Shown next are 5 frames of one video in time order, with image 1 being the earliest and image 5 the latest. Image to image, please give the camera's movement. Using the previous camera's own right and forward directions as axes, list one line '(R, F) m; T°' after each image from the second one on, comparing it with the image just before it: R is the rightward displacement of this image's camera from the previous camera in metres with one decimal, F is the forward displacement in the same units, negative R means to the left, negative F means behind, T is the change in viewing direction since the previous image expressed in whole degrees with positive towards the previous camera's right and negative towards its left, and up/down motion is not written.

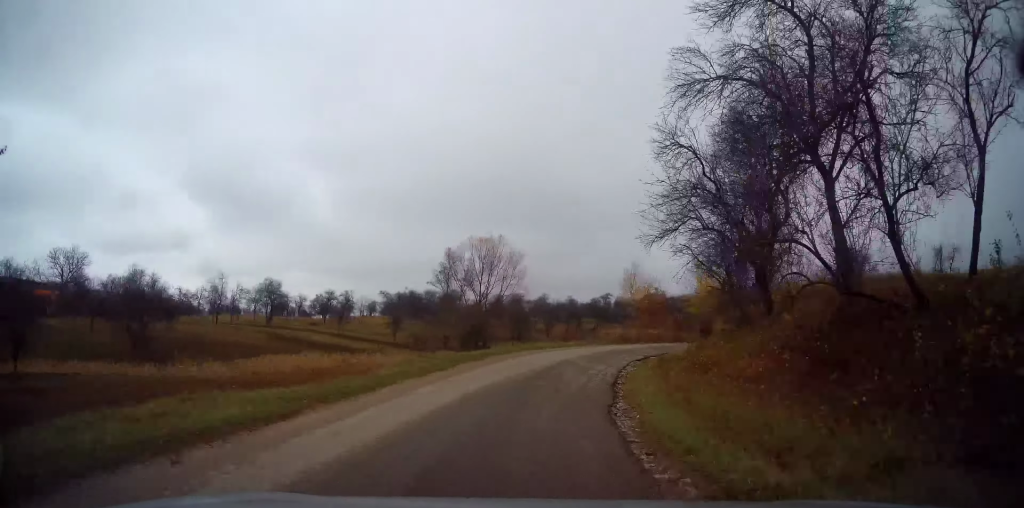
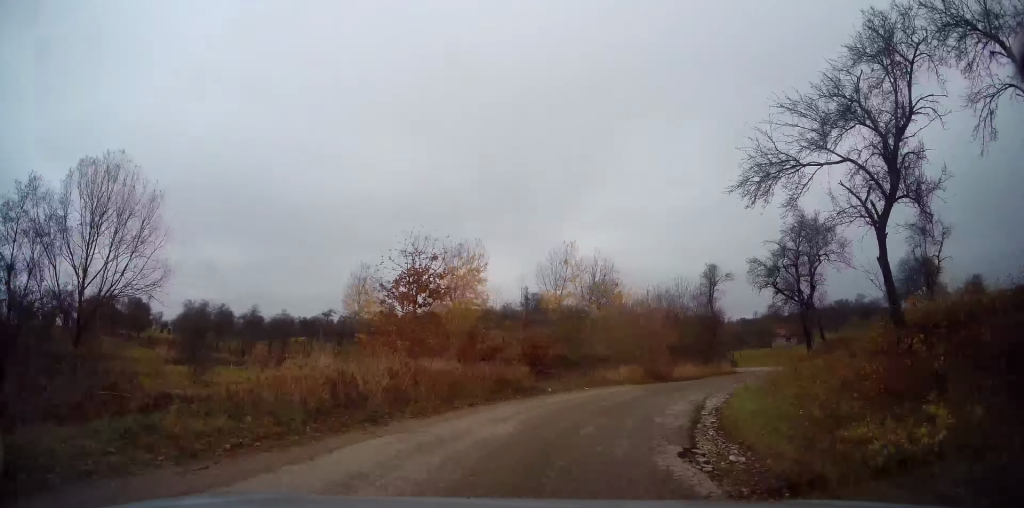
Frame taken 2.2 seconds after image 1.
(+5.5, +27.0) m; +28°
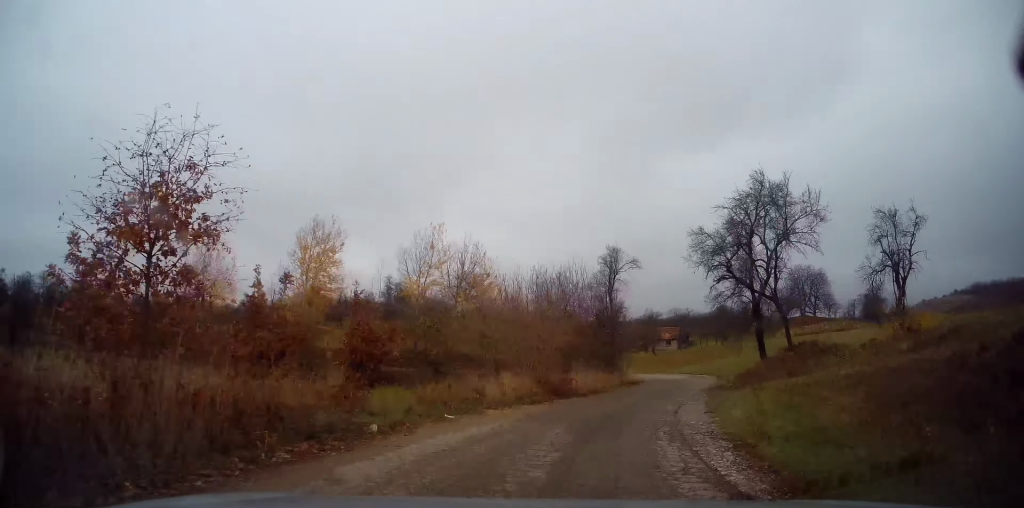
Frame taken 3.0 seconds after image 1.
(+1.2, +8.5) m; +15°
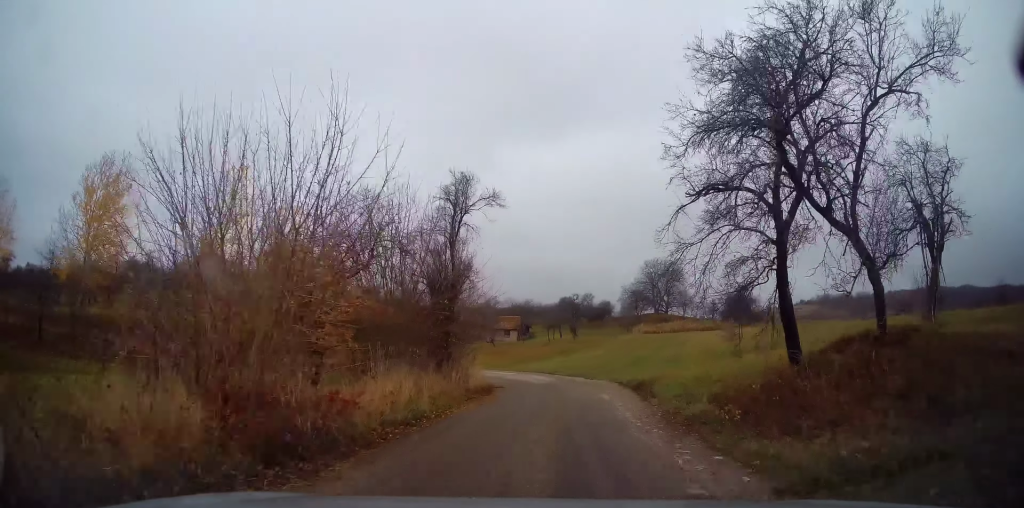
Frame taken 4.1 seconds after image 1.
(+2.2, +11.5) m; +17°
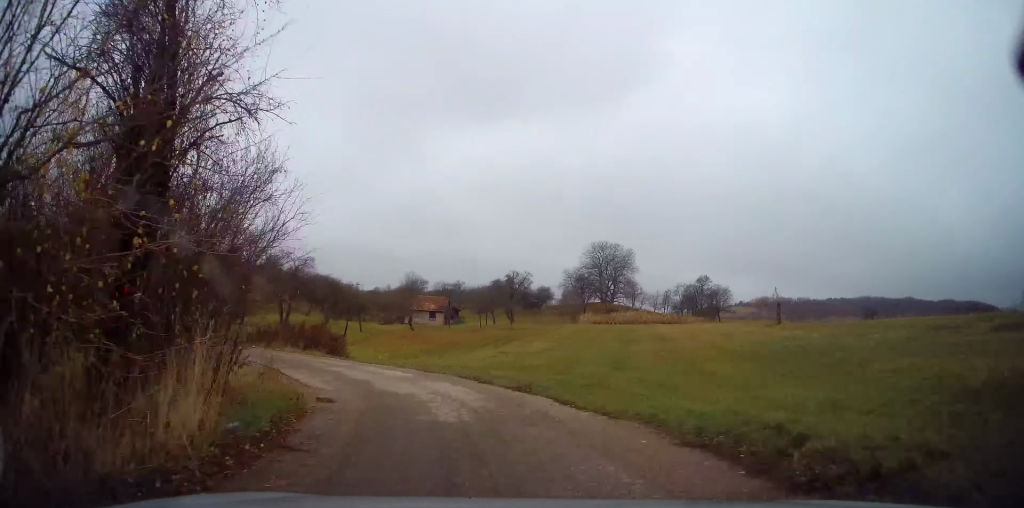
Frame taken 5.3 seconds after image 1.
(+1.5, +12.9) m; +7°
